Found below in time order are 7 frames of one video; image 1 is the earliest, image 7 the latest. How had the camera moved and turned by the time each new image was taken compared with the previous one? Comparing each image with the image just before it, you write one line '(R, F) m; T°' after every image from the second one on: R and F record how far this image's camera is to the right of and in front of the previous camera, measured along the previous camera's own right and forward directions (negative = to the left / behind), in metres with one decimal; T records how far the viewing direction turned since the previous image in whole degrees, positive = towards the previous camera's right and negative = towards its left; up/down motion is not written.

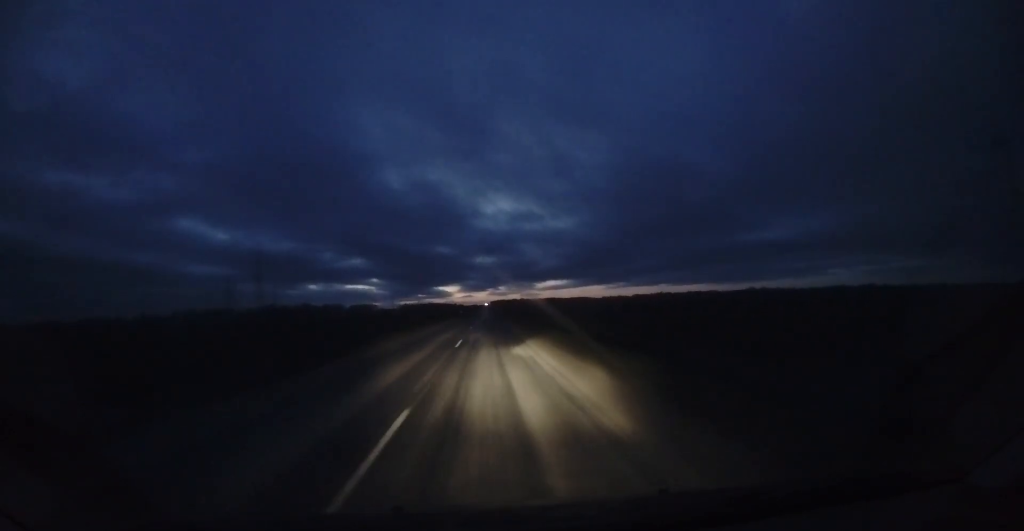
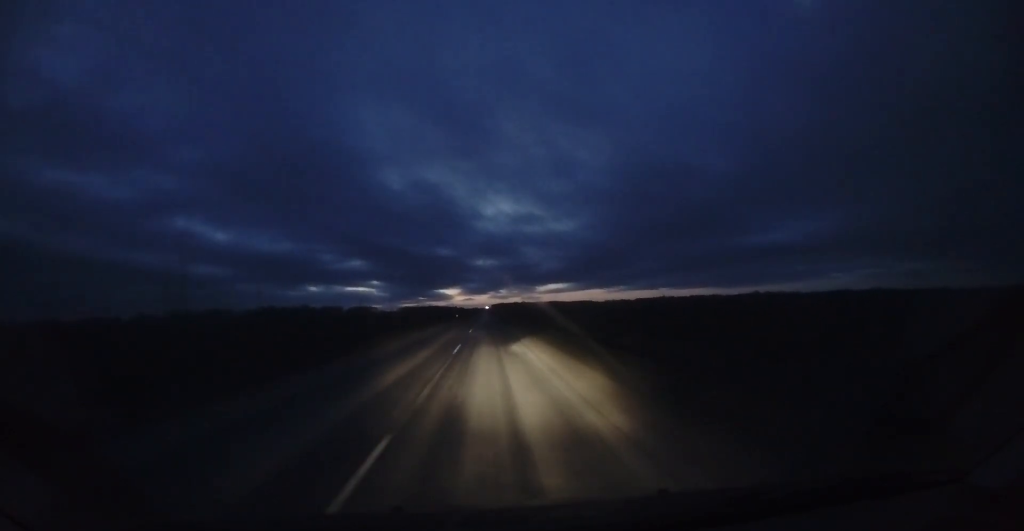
(0.0, +12.9) m; +1°
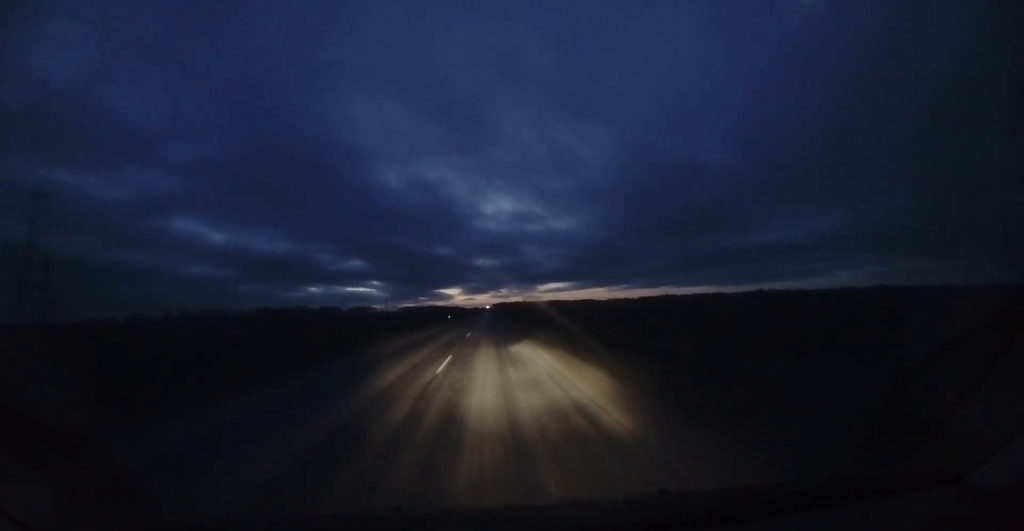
(-0.1, +16.4) m; +1°
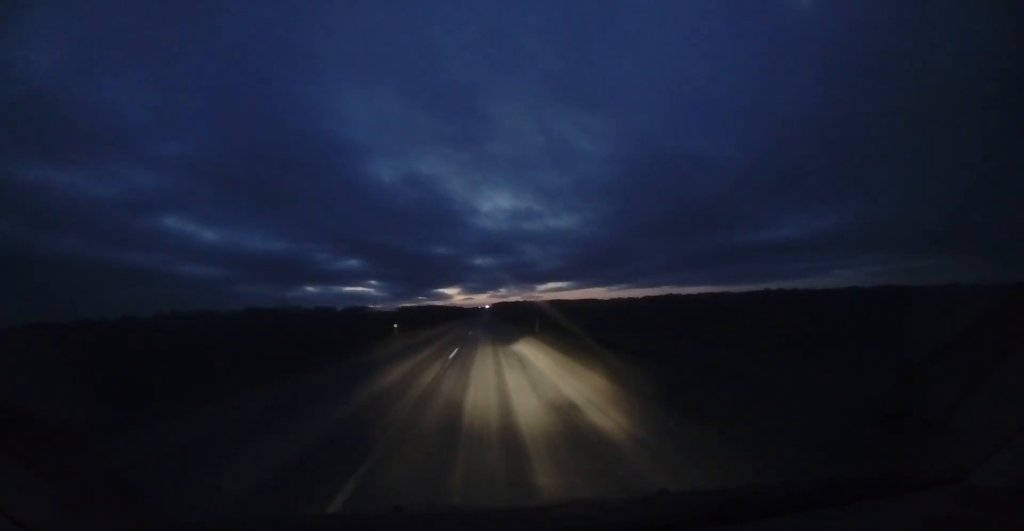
(+0.6, +32.5) m; +1°
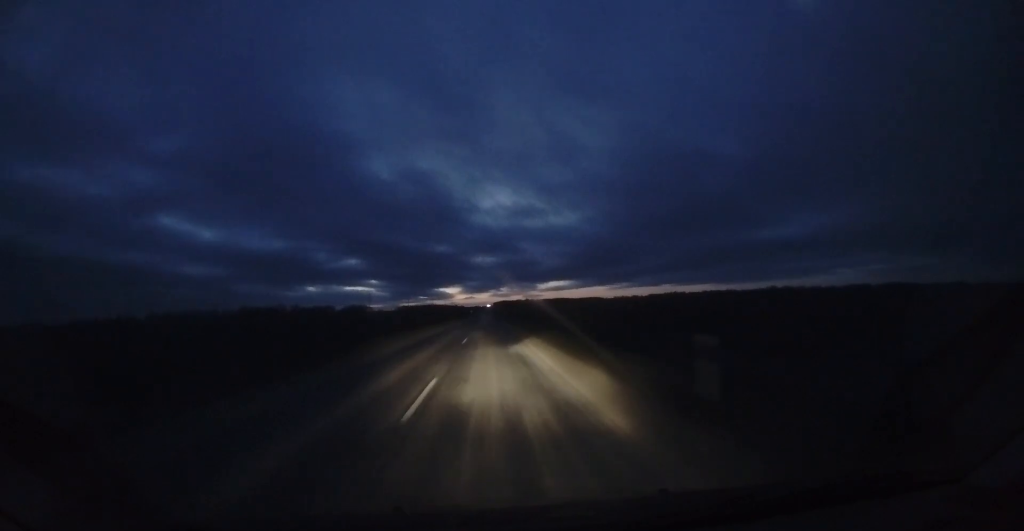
(-0.2, +19.5) m; +1°
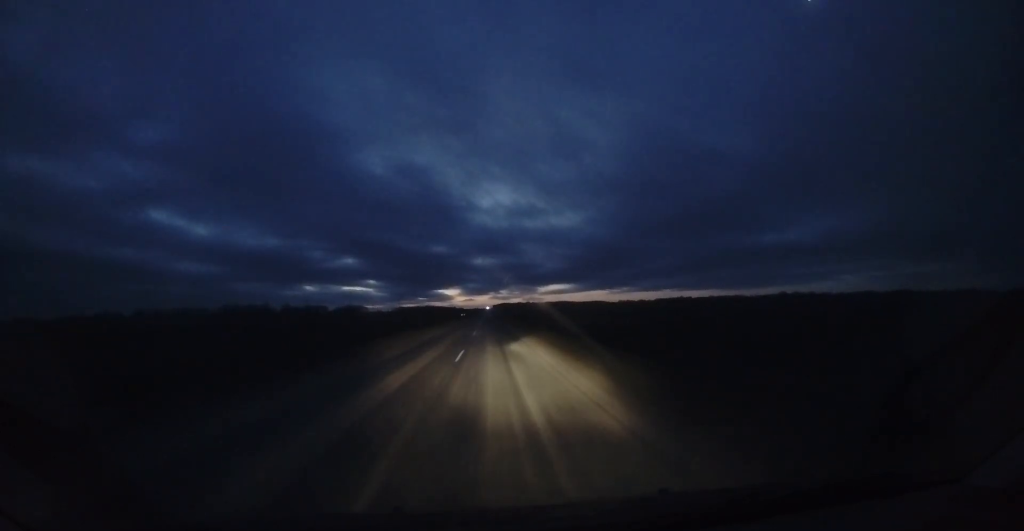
(+0.7, +41.1) m; 0°
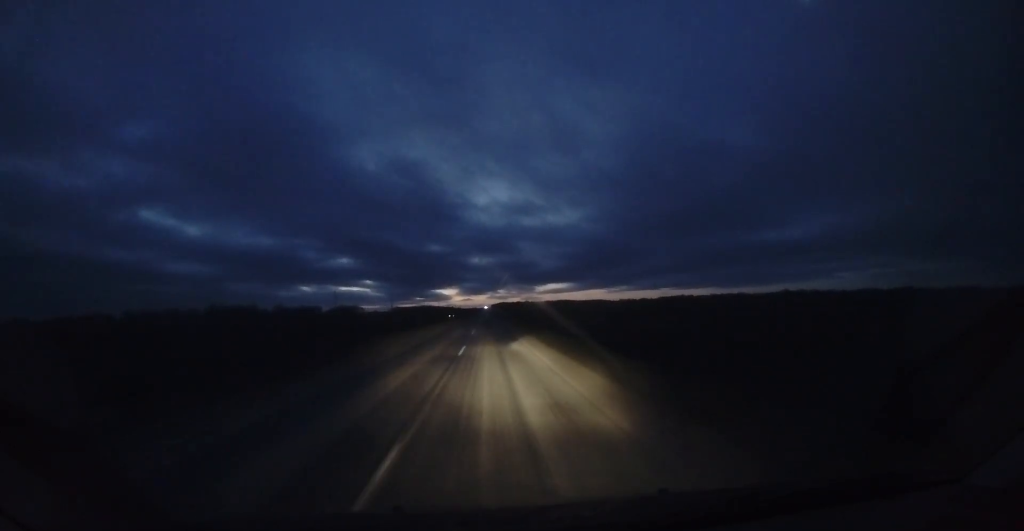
(-0.2, +22.6) m; -1°
